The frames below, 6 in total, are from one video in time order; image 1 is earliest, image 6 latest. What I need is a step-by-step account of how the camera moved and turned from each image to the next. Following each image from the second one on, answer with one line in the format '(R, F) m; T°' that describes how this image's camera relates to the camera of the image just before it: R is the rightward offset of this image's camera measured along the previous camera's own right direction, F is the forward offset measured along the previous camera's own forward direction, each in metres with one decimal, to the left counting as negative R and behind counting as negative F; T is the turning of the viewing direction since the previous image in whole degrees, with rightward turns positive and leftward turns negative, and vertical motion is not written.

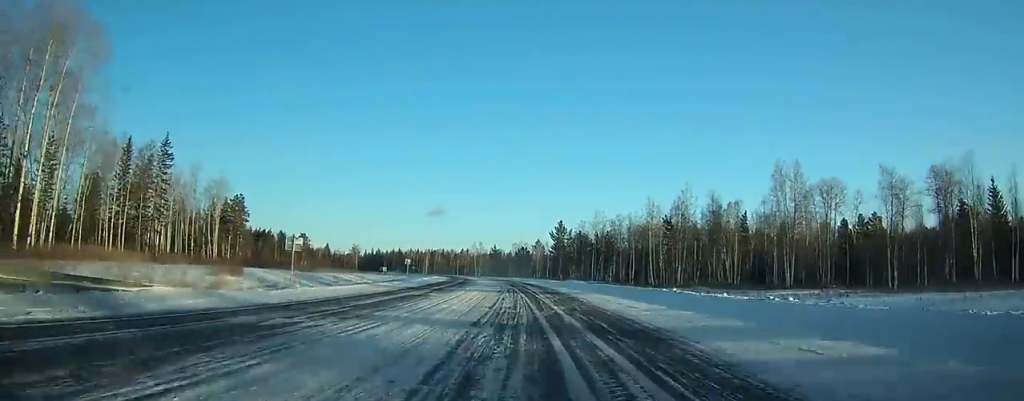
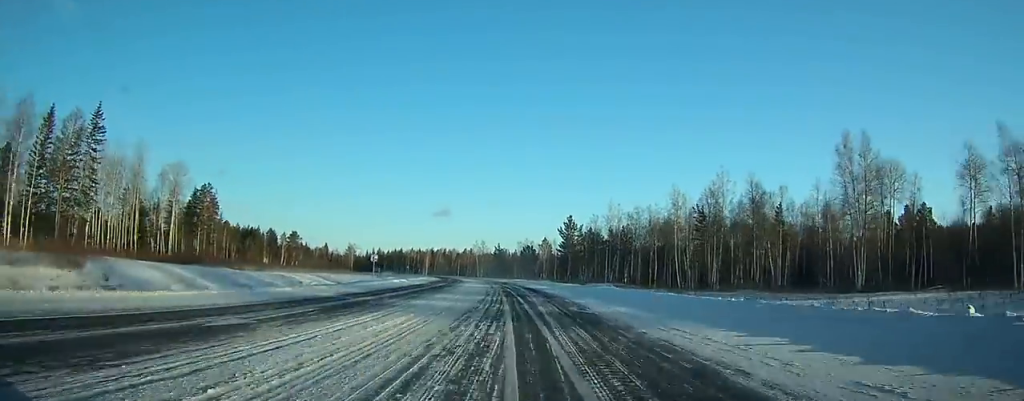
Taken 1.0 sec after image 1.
(-0.2, +21.0) m; -1°
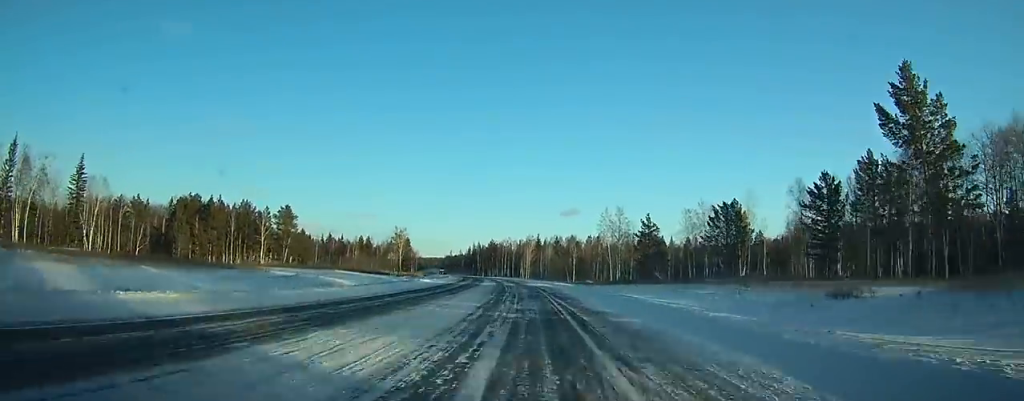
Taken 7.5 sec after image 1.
(-12.8, +135.0) m; -12°
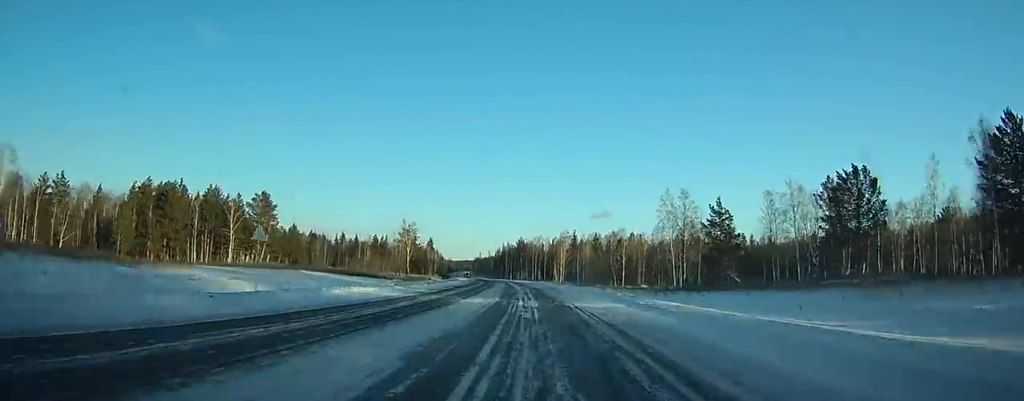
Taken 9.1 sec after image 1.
(-0.9, +36.1) m; -3°
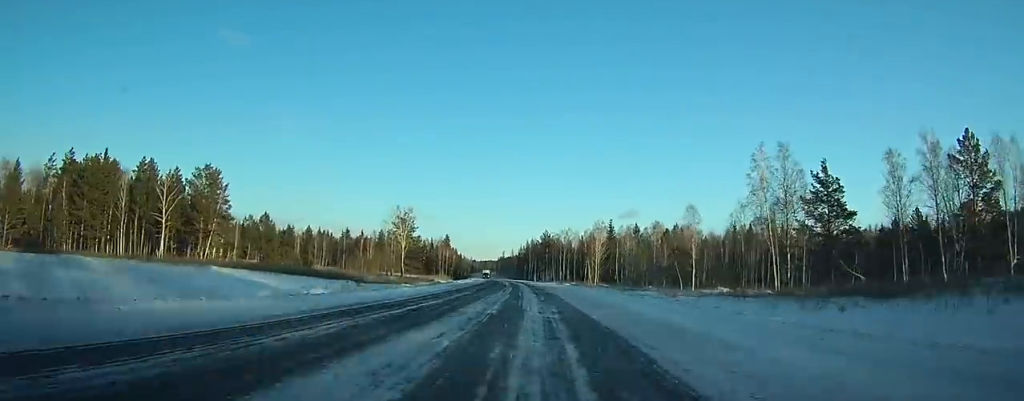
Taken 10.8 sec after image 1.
(-0.8, +36.6) m; -3°
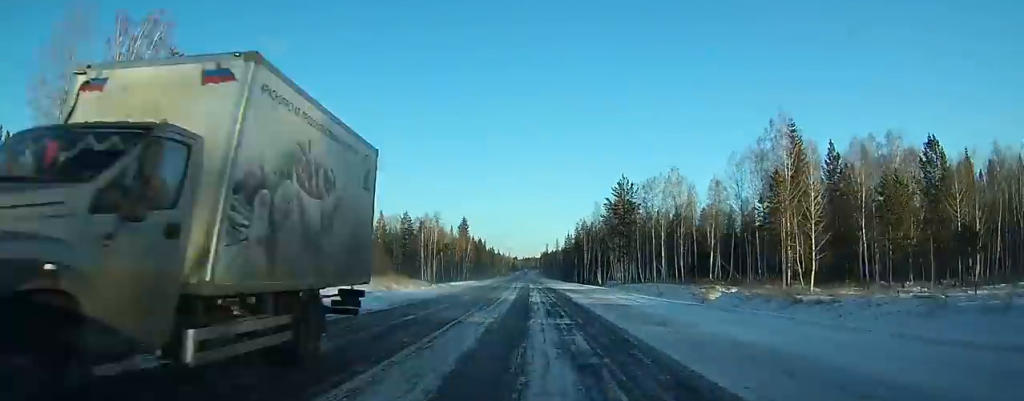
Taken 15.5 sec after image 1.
(-6.3, +105.4) m; -5°
